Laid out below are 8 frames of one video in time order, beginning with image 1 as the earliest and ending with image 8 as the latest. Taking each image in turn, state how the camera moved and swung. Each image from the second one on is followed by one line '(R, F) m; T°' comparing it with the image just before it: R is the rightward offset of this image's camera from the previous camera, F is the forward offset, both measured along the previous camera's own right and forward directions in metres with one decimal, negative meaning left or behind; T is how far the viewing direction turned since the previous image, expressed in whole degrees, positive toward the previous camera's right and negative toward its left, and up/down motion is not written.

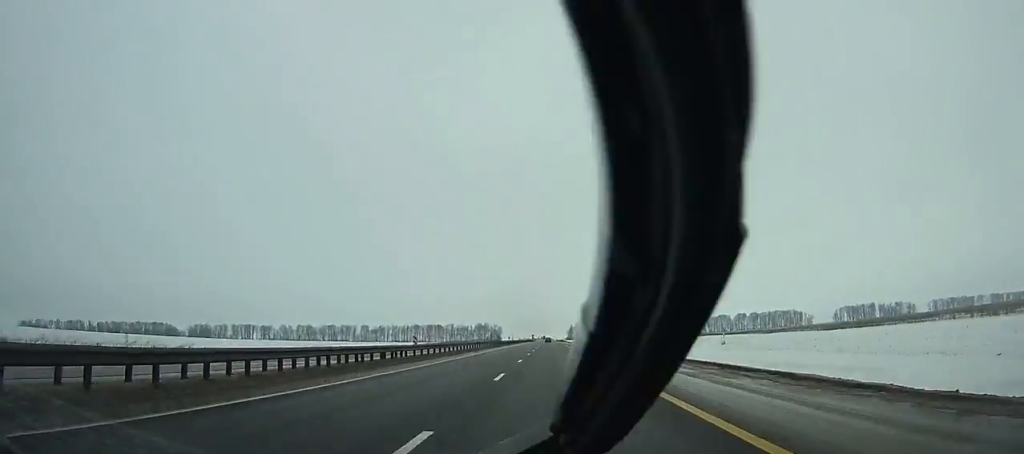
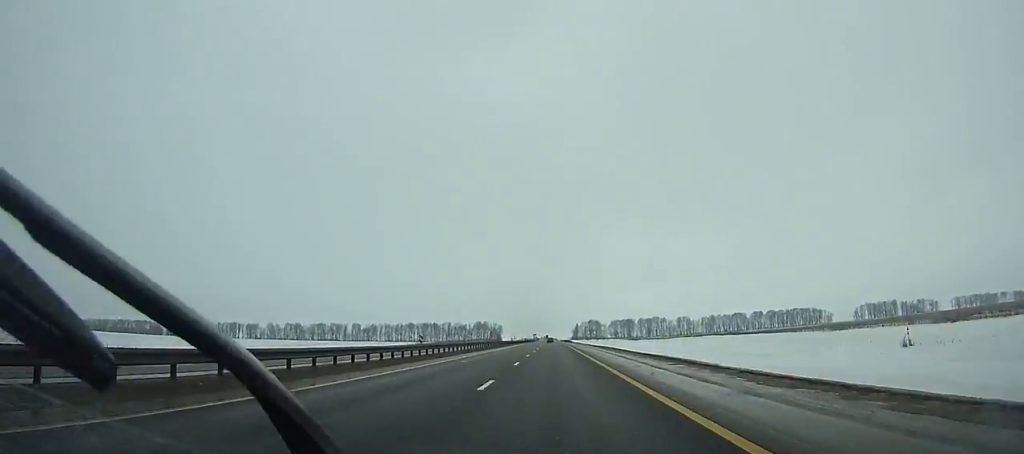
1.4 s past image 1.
(-0.1, +38.6) m; 0°
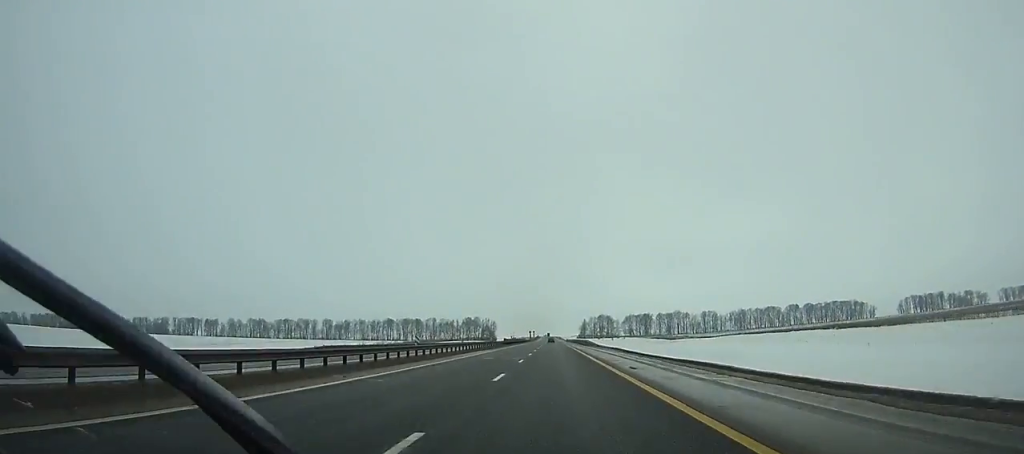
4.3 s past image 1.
(-0.5, +79.6) m; -1°
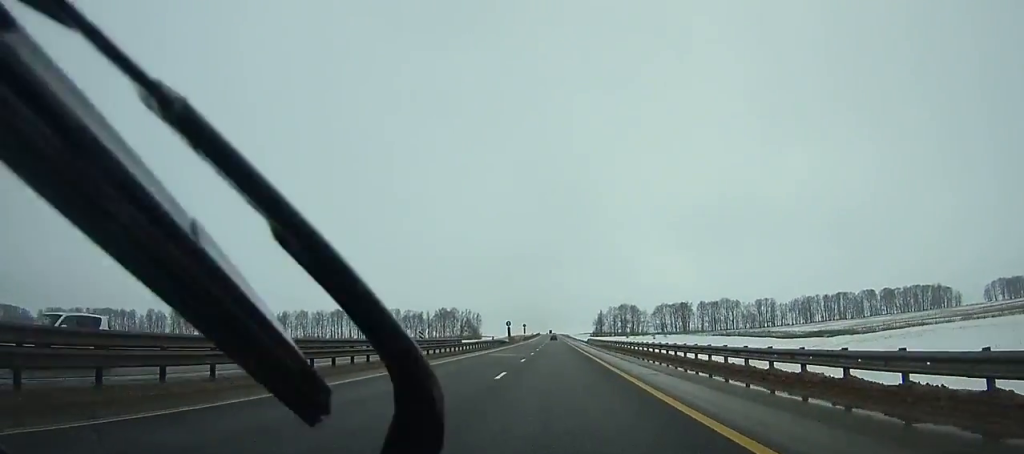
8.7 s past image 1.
(-0.4, +119.4) m; 0°
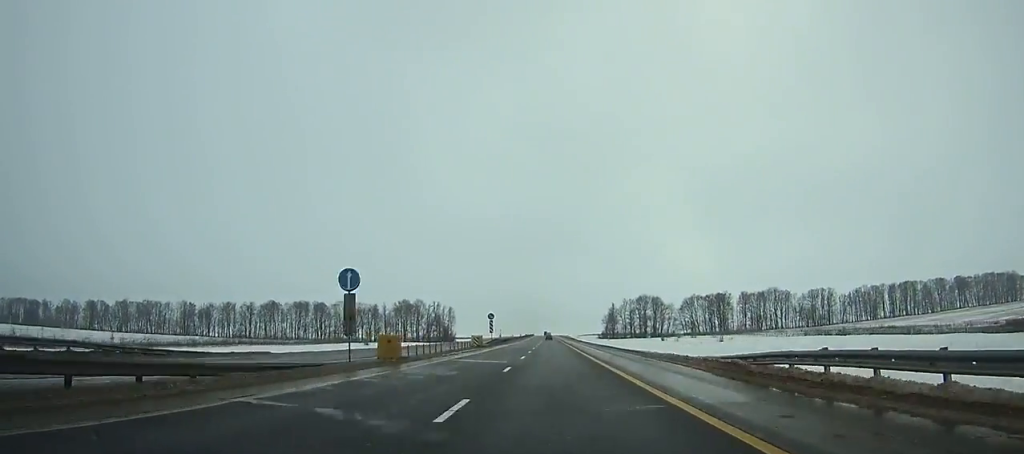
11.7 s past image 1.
(+0.2, +80.8) m; 0°
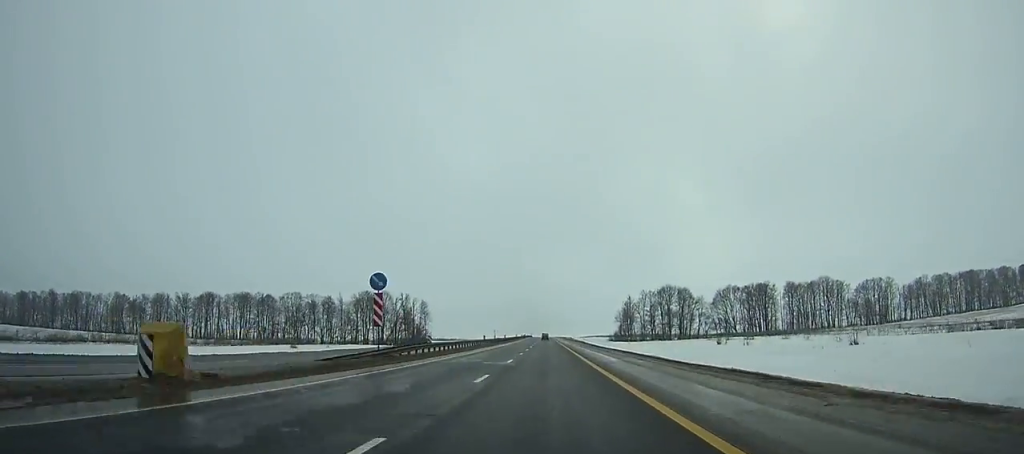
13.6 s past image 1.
(0.0, +51.1) m; 0°
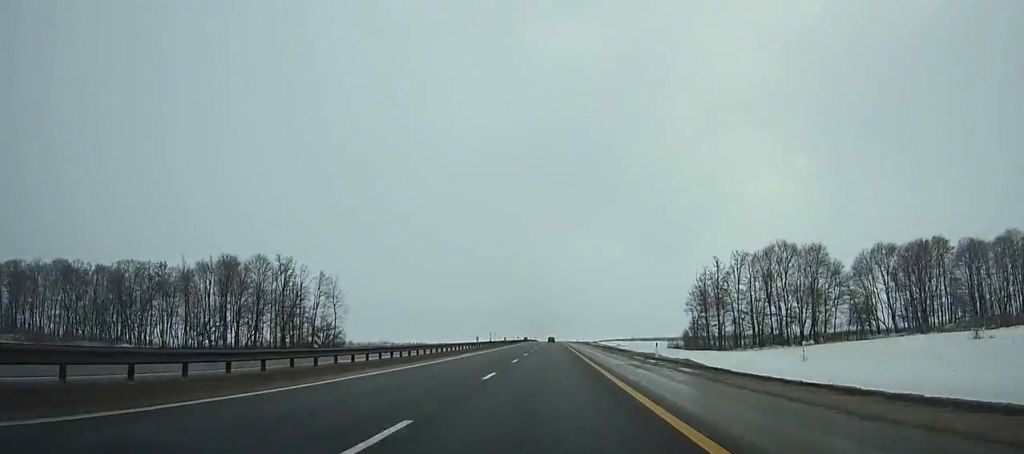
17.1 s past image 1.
(-0.5, +94.2) m; -1°
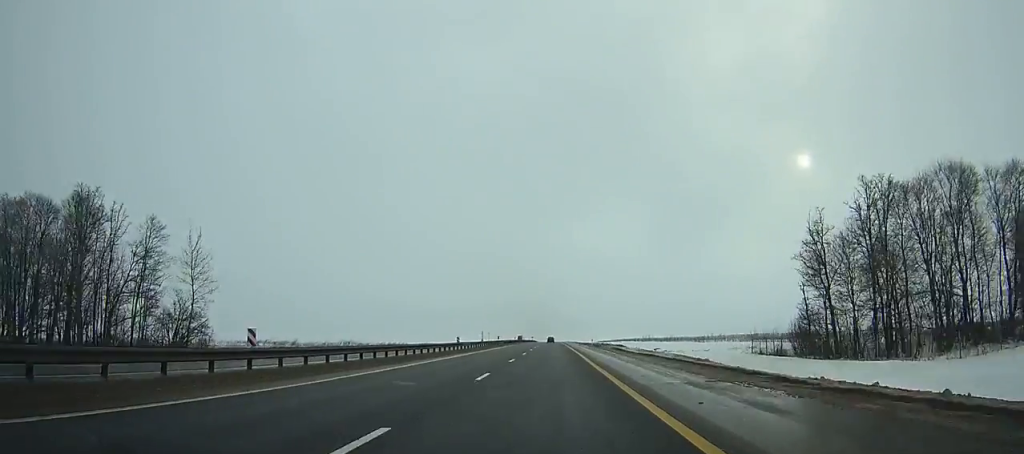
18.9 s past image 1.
(-0.3, +48.5) m; 0°
